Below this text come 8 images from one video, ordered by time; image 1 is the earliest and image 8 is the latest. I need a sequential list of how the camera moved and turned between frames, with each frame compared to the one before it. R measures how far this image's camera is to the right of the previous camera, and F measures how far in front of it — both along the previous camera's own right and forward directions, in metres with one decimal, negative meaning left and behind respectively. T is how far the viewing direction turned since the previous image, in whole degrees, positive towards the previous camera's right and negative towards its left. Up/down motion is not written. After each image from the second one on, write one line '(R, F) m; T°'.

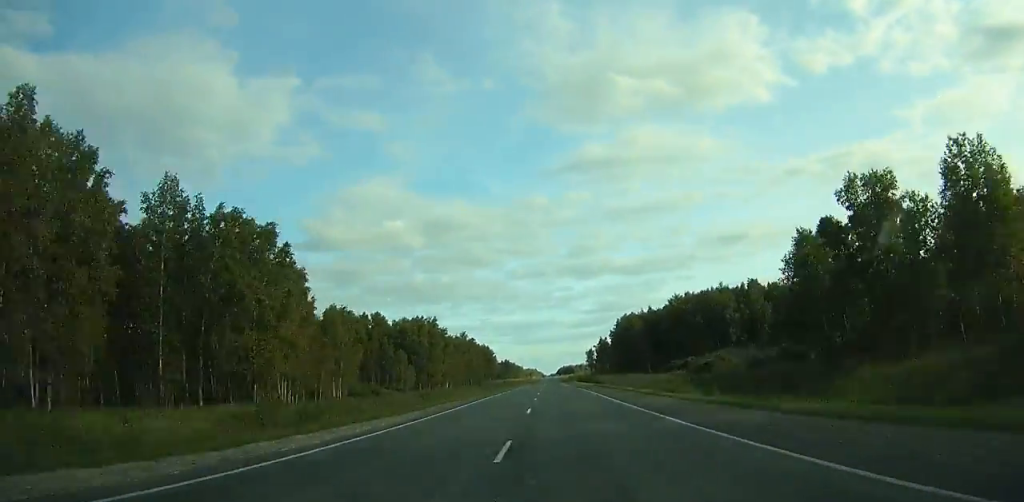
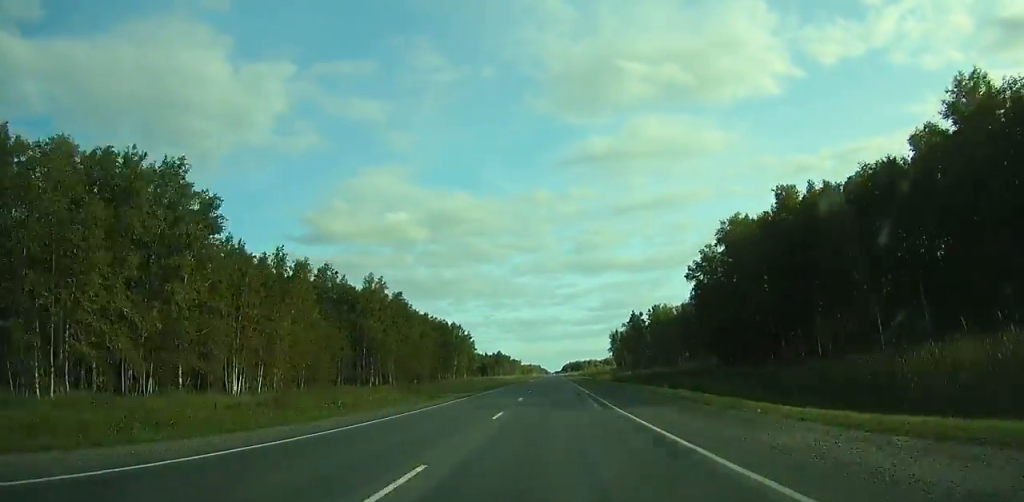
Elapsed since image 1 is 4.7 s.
(-2.5, +121.7) m; -3°
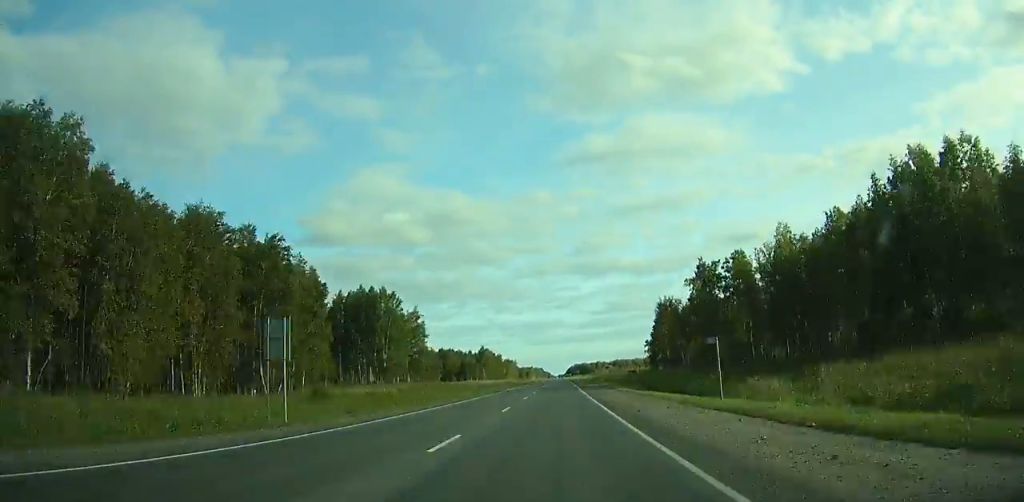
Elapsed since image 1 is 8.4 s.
(-0.7, +102.8) m; +1°
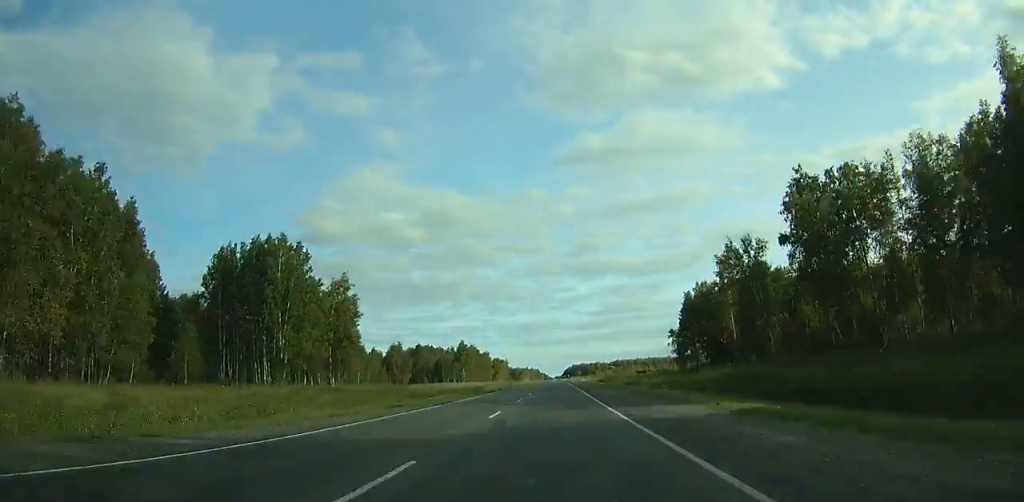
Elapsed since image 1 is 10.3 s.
(+0.5, +54.7) m; 0°
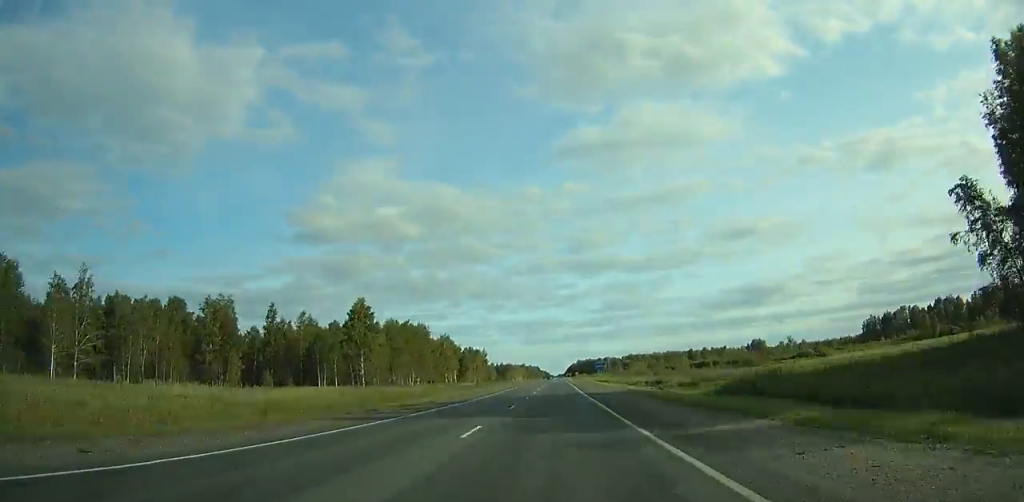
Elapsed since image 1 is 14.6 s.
(+0.2, +127.3) m; 0°
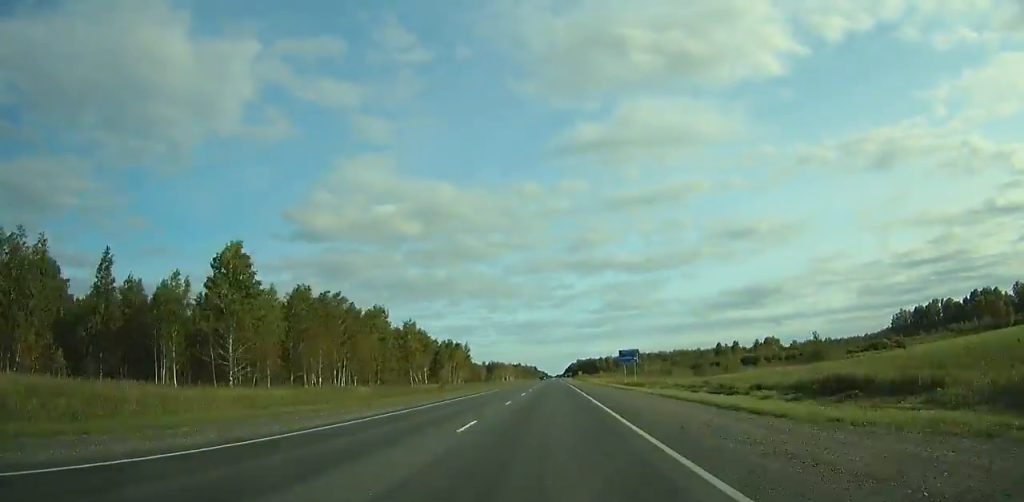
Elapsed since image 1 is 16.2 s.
(0.0, +49.0) m; +1°
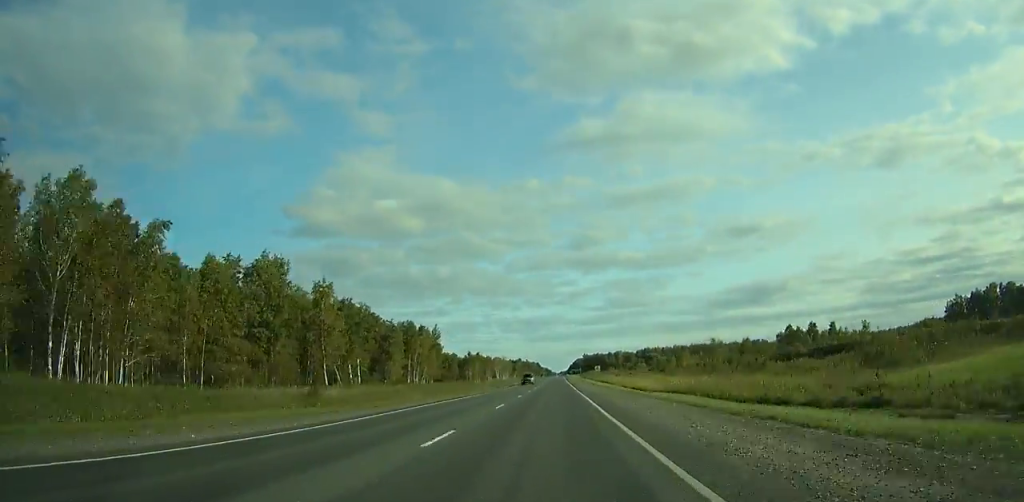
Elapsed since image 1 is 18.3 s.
(-0.4, +64.8) m; +2°
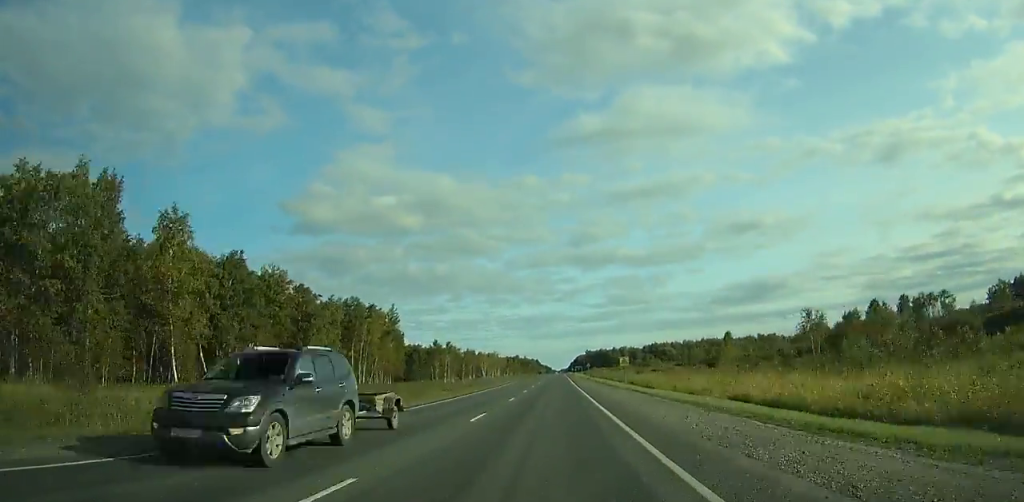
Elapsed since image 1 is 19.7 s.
(+2.5, +43.8) m; -2°
